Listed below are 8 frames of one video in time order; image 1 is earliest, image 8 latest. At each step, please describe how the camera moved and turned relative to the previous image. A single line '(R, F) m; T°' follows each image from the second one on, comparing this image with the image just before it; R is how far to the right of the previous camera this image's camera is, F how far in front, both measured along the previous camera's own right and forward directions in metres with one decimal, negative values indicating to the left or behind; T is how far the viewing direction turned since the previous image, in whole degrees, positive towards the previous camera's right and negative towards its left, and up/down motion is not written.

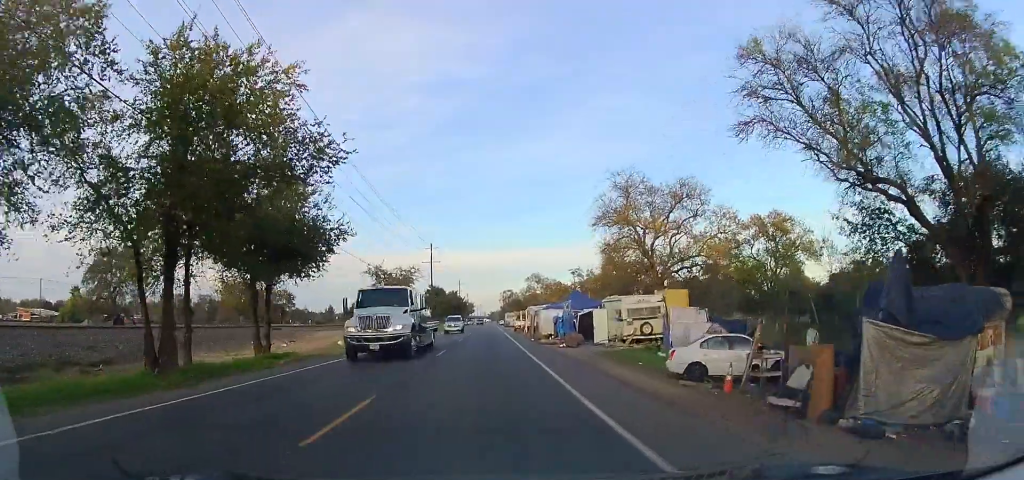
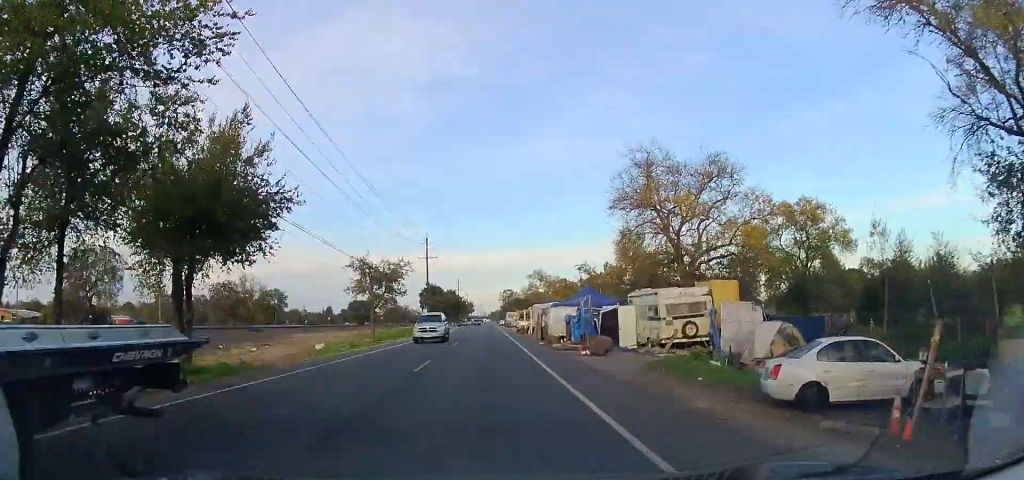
(+0.2, +6.0) m; 0°
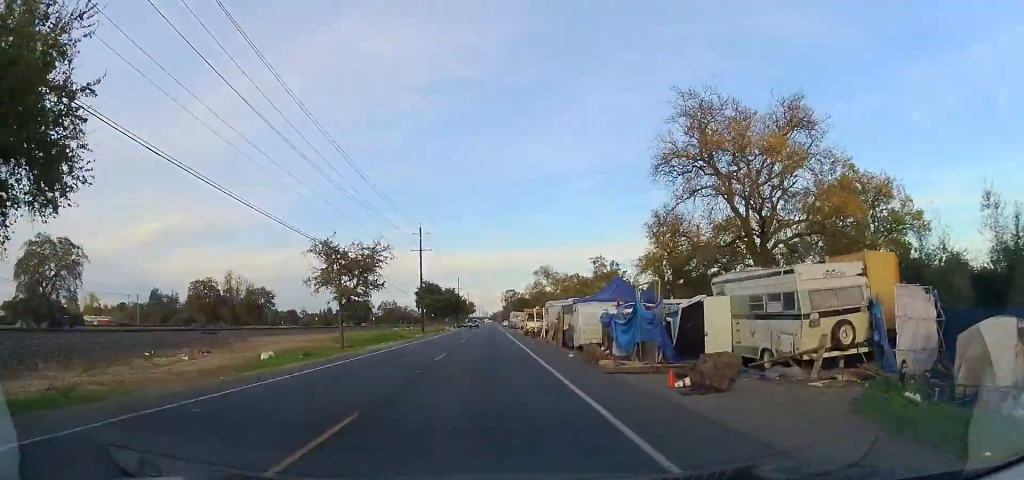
(-0.1, +9.9) m; -1°
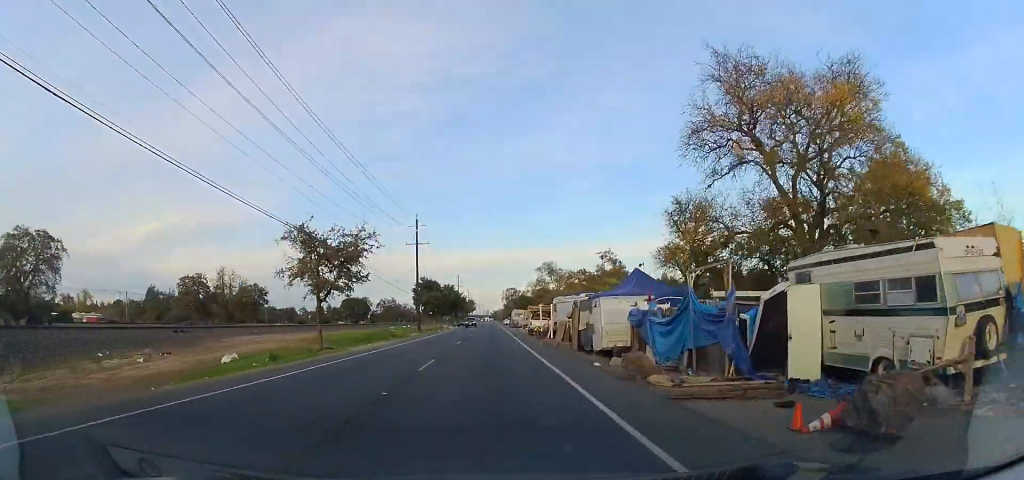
(-0.1, +4.5) m; -1°
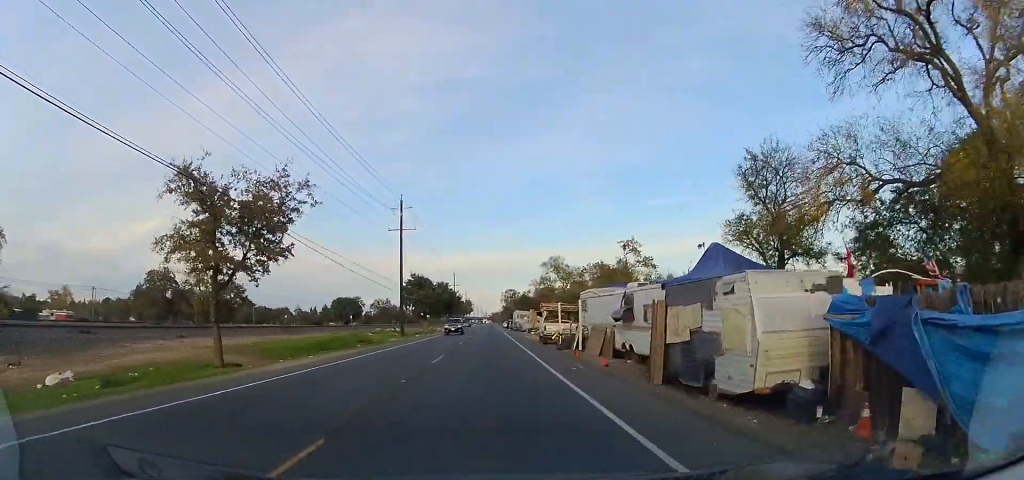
(+0.3, +11.5) m; +3°
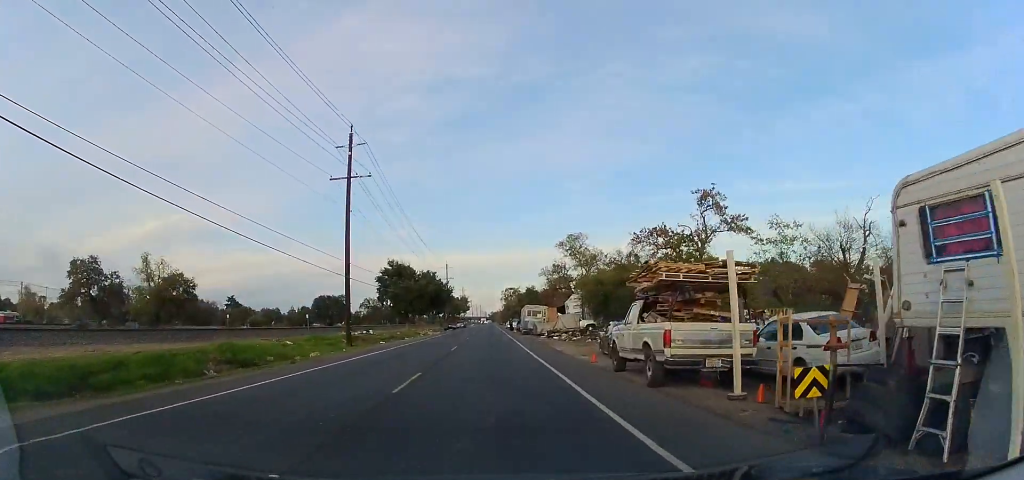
(-0.9, +21.1) m; -5°
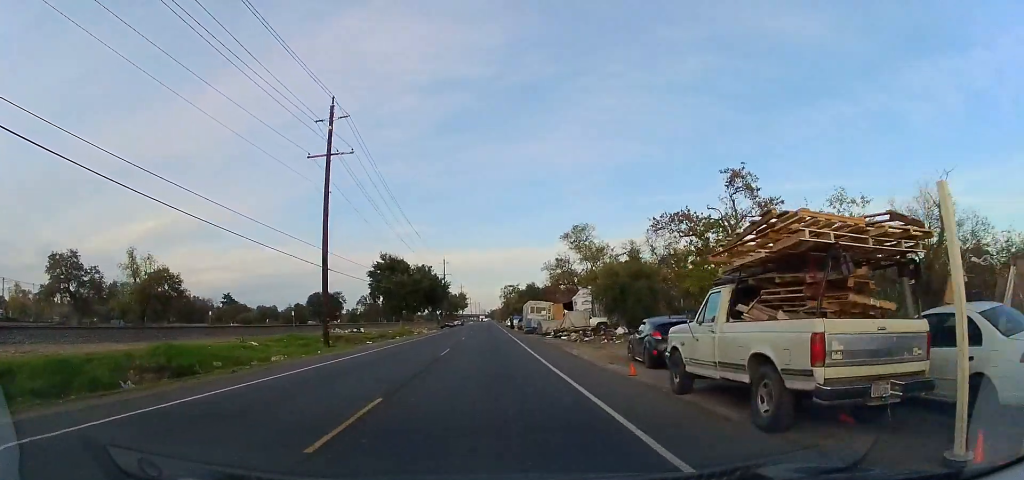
(+0.1, +4.7) m; +1°
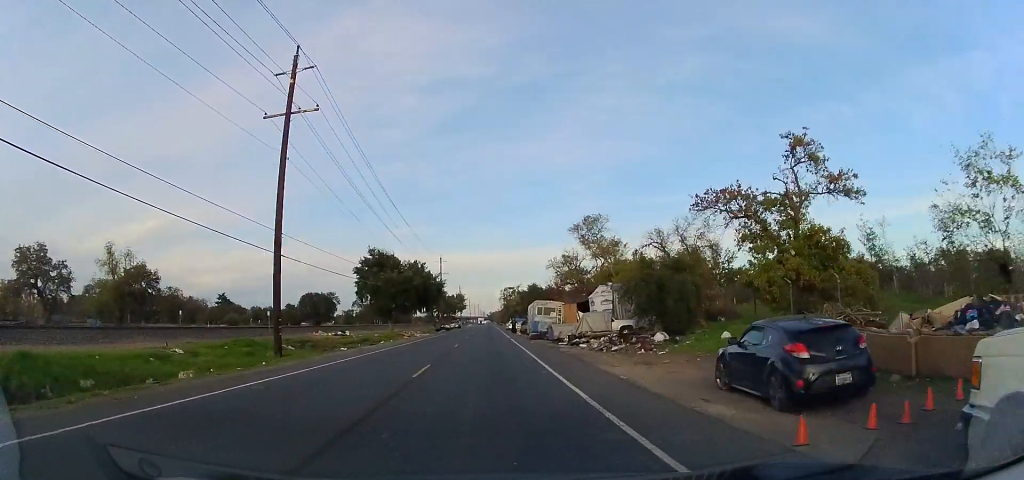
(0.0, +7.0) m; 0°
